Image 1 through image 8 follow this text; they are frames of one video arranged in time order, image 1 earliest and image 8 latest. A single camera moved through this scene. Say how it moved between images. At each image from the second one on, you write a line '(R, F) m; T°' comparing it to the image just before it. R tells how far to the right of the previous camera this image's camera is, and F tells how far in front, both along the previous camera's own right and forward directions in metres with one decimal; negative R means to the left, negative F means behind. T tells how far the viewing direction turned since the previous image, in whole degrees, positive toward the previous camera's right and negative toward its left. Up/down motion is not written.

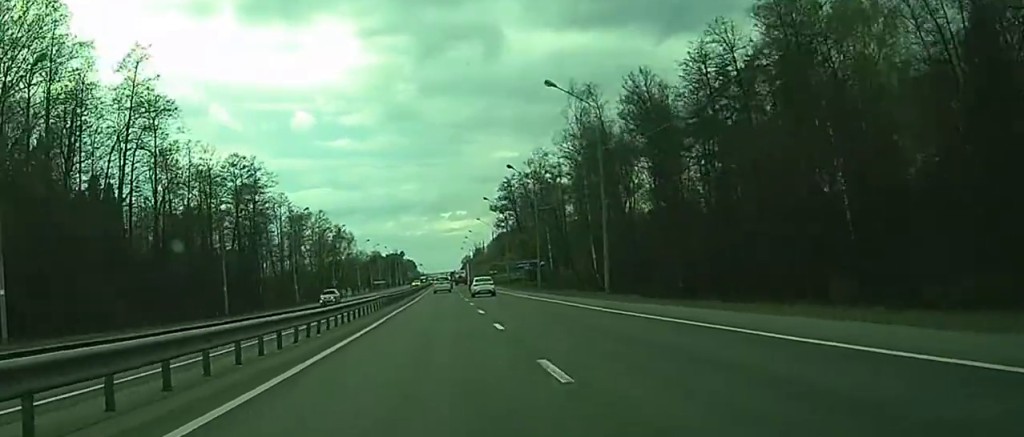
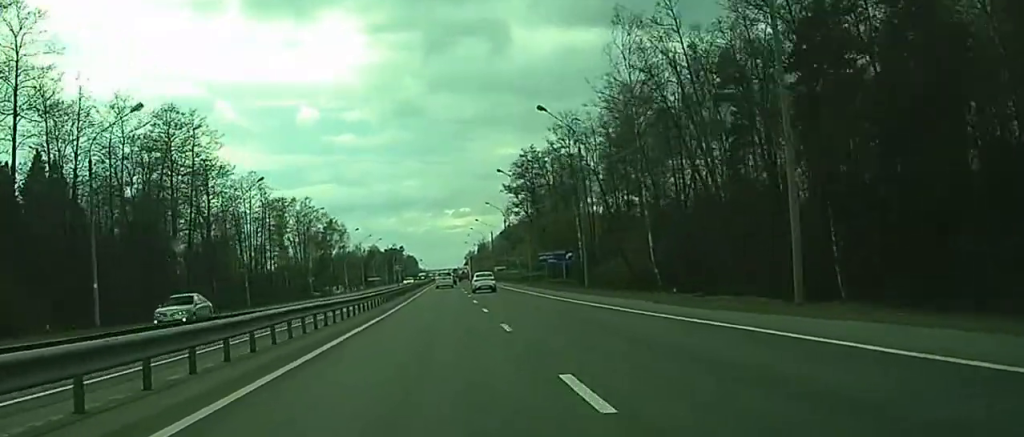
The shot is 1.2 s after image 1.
(+0.1, +26.5) m; +1°
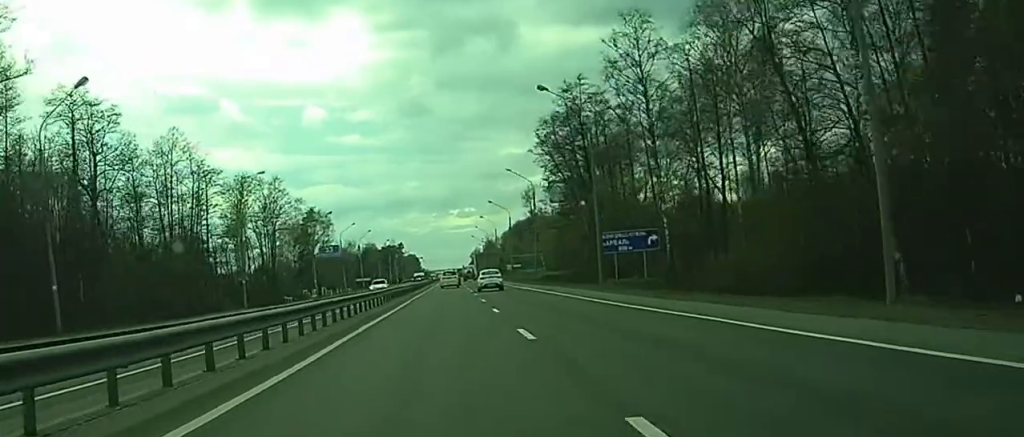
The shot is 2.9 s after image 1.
(+0.1, +39.6) m; 0°
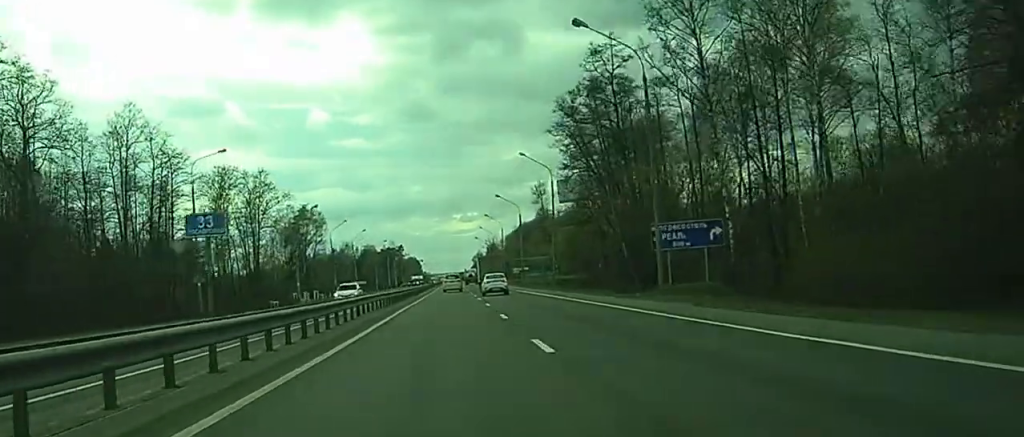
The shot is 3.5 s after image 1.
(-0.1, +14.5) m; 0°
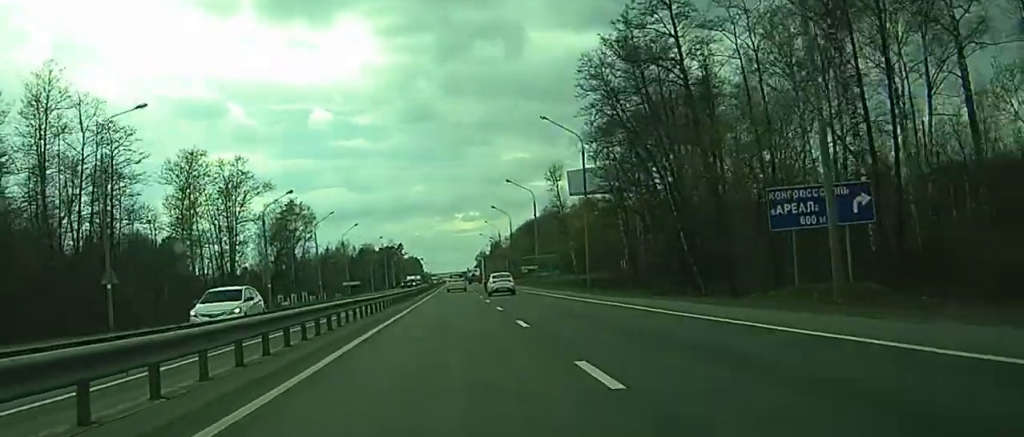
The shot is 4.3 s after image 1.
(0.0, +17.4) m; 0°
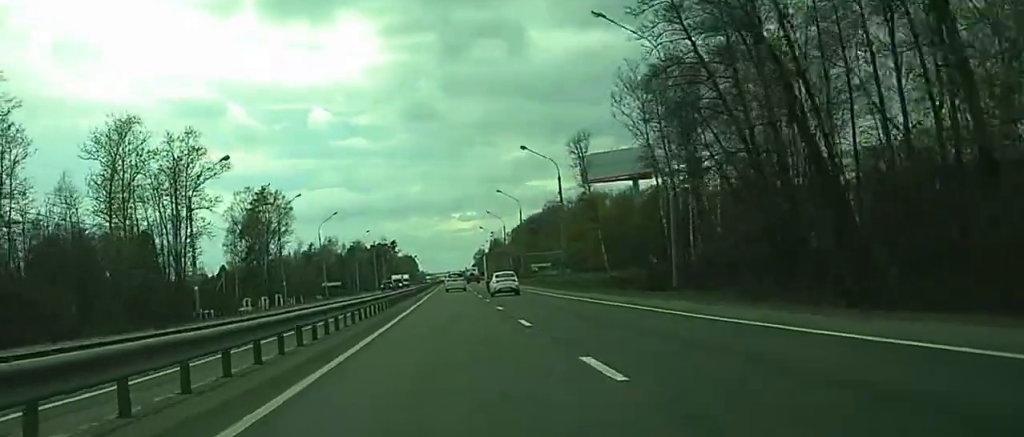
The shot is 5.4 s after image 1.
(0.0, +24.0) m; 0°
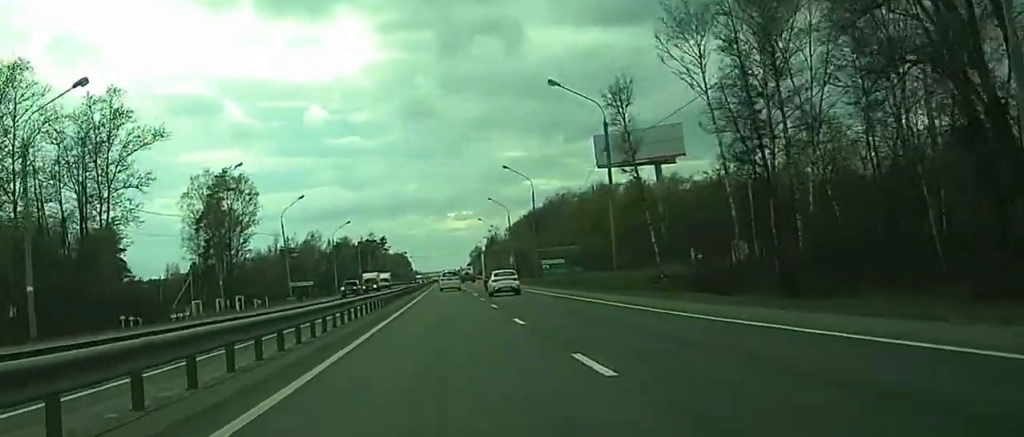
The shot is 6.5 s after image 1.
(-0.1, +24.3) m; 0°
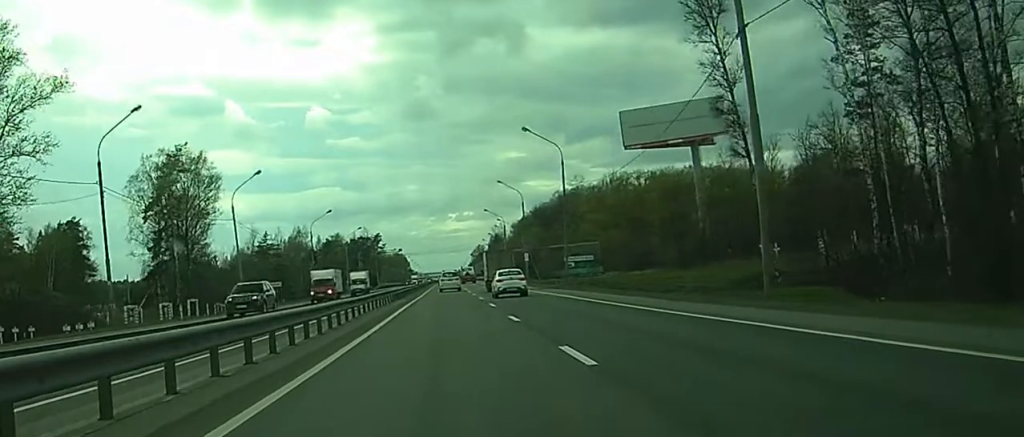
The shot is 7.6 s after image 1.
(-0.1, +23.7) m; 0°
